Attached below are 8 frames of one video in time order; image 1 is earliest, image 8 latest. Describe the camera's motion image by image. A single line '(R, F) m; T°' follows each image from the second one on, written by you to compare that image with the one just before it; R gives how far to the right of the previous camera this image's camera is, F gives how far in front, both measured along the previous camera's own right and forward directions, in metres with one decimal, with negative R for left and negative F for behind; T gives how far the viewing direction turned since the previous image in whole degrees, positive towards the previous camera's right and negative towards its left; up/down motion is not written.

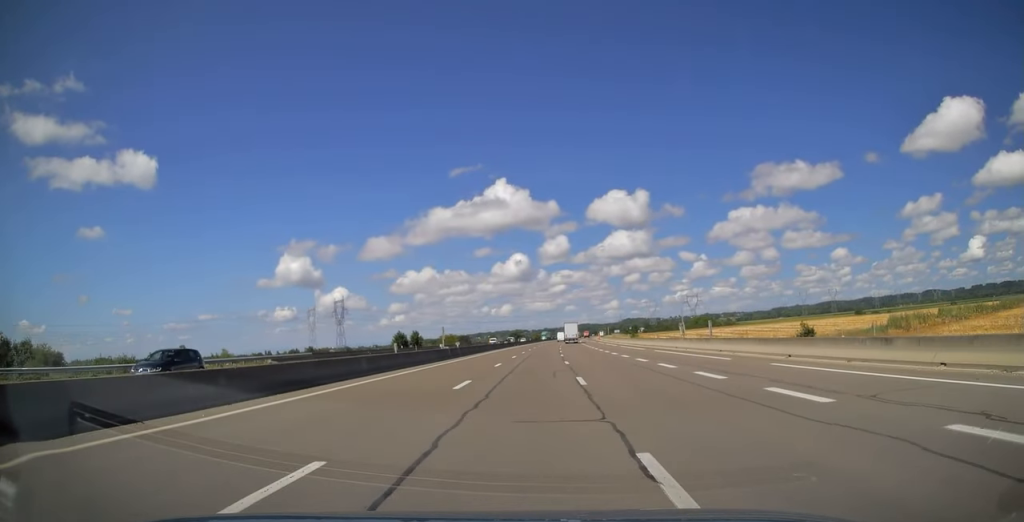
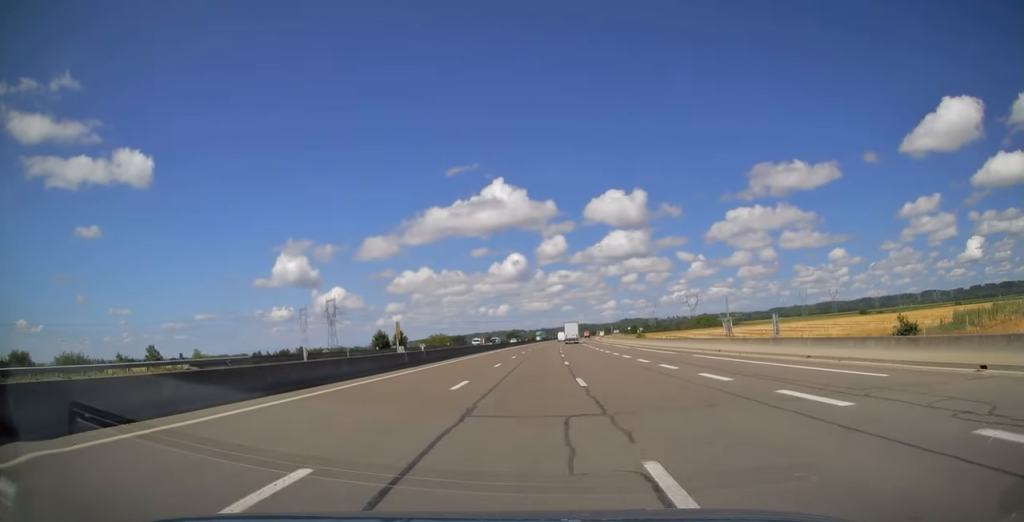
(-0.1, +13.3) m; 0°
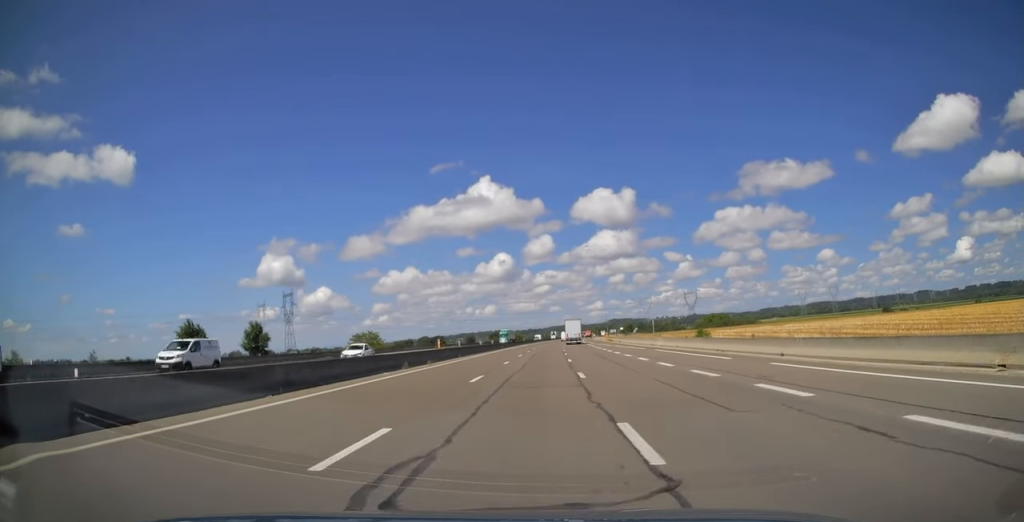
(+1.0, +61.9) m; +1°
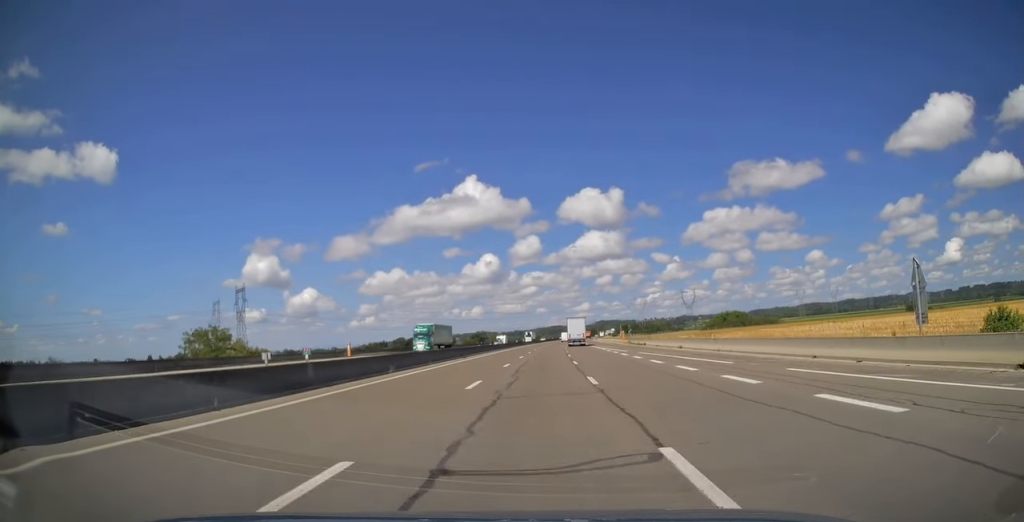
(+0.5, +53.9) m; +1°
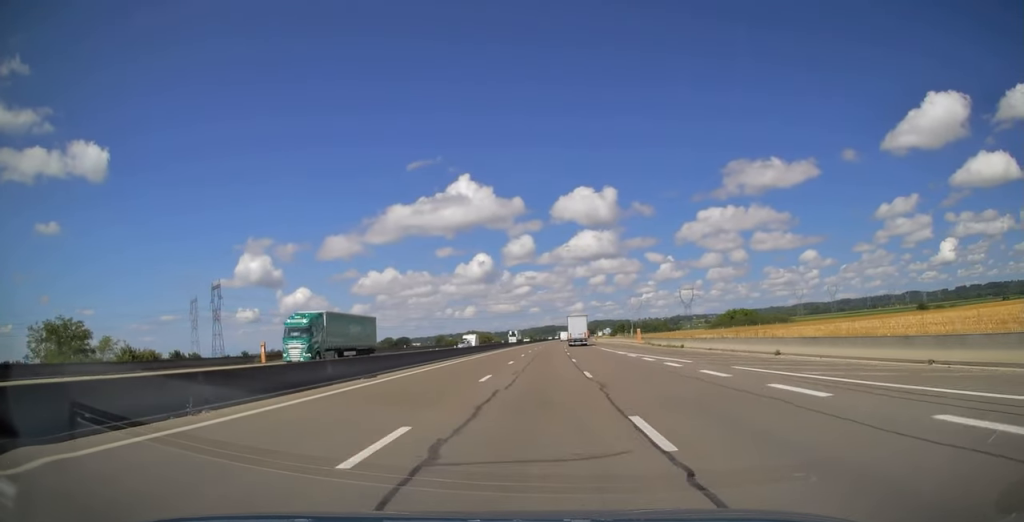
(+0.2, +23.0) m; +1°
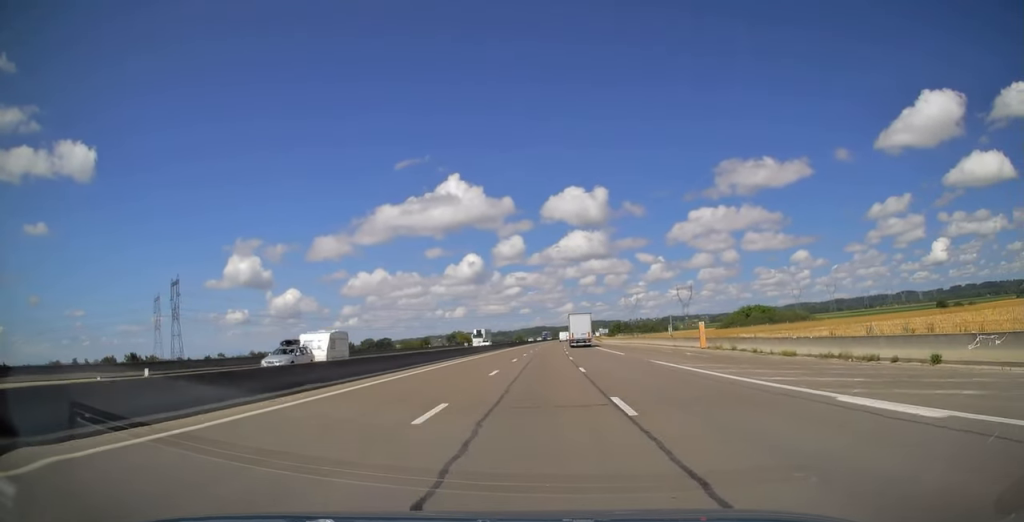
(+0.2, +35.3) m; +1°
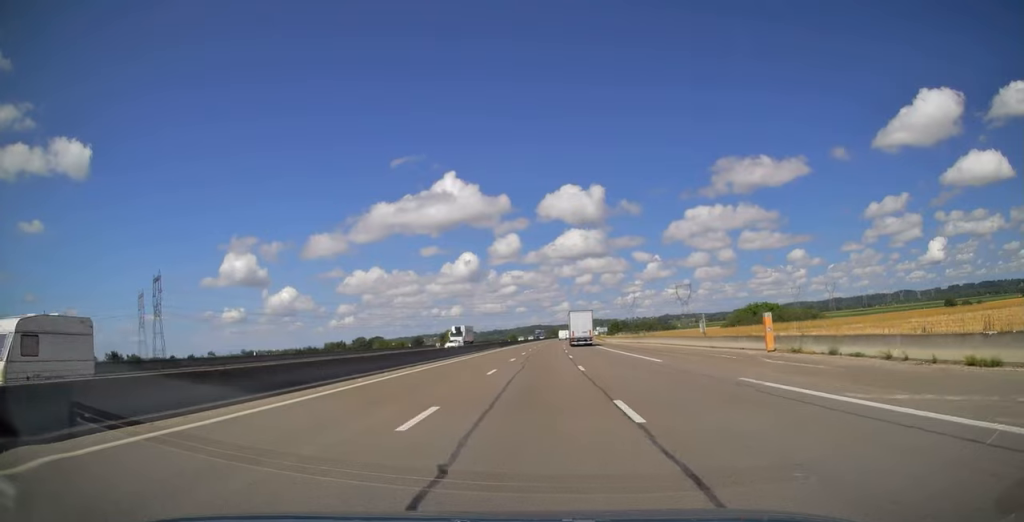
(0.0, +13.9) m; +1°
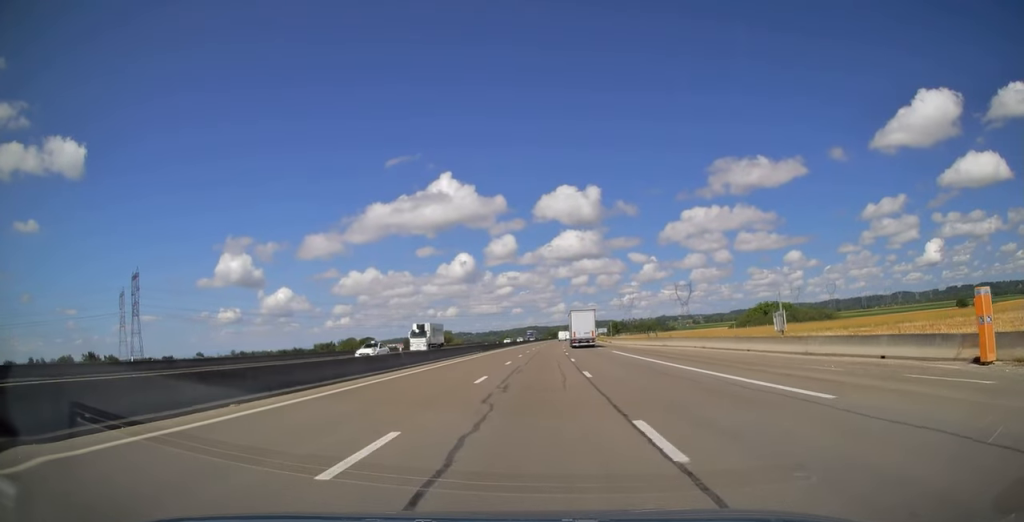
(+0.1, +16.6) m; 0°
